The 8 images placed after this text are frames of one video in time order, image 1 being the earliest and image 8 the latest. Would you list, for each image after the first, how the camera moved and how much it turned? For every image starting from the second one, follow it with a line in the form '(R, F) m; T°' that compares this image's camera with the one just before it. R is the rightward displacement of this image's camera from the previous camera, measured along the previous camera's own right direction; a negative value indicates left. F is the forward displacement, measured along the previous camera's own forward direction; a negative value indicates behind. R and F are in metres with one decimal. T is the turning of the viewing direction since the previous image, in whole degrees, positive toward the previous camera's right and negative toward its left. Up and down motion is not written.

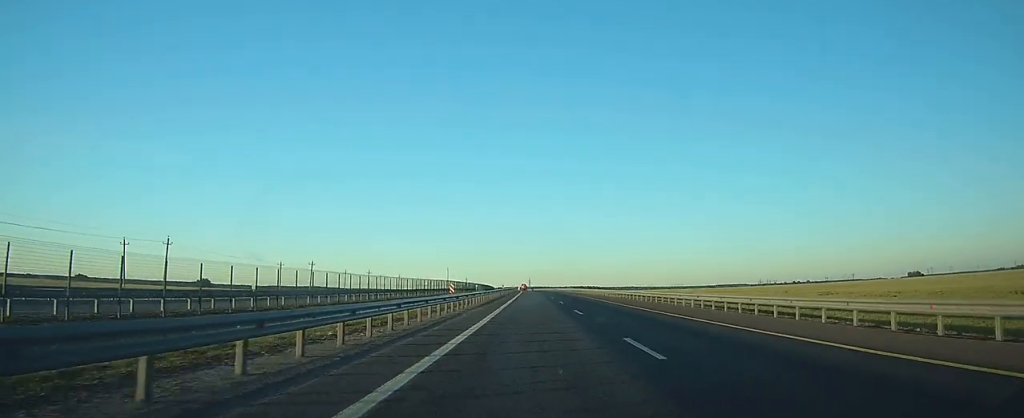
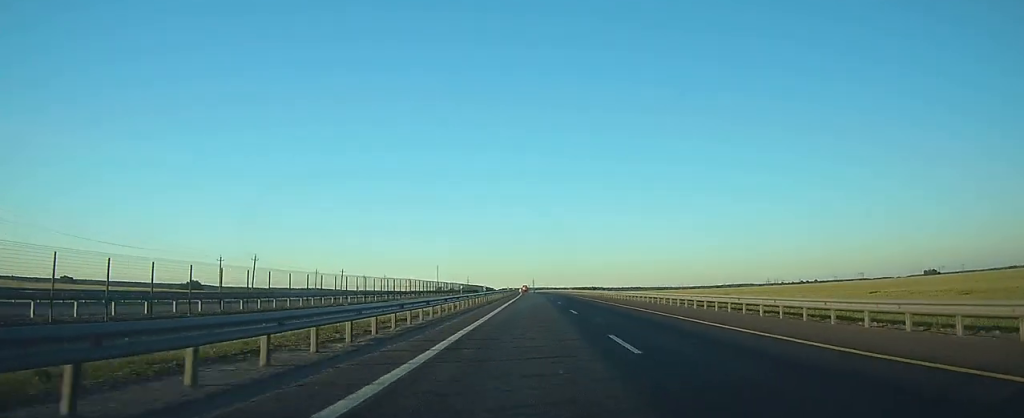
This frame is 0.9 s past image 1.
(-0.2, +31.4) m; -1°
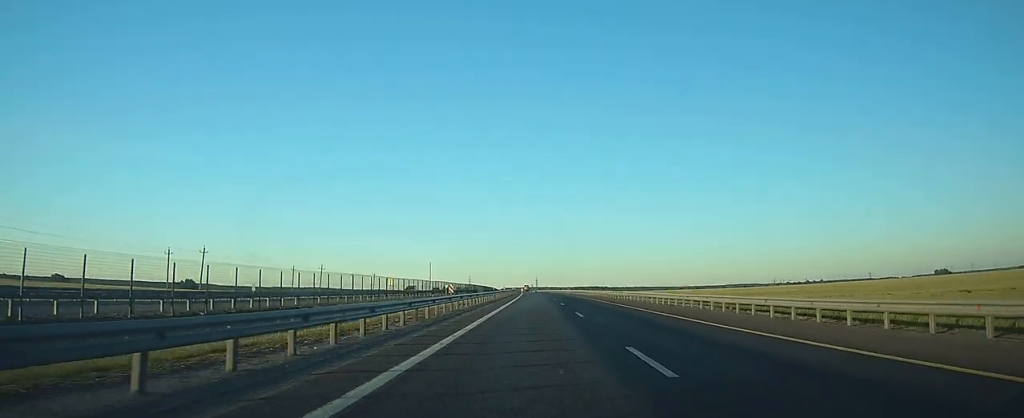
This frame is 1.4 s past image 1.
(-0.1, +19.3) m; 0°
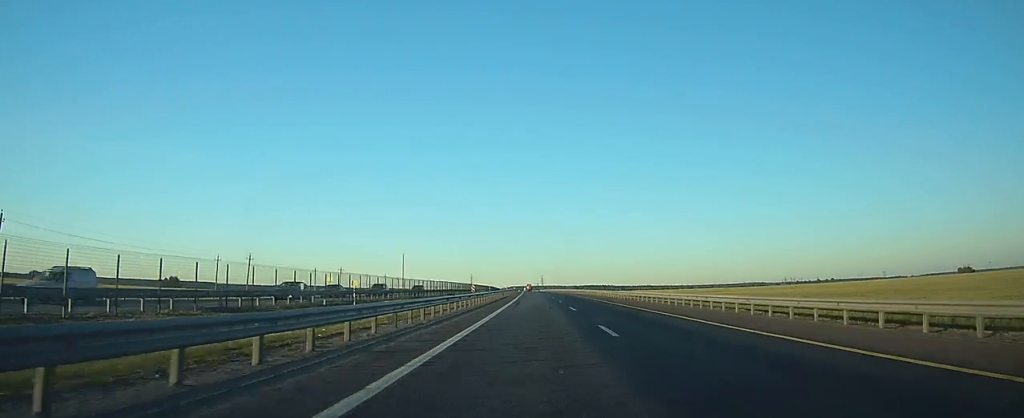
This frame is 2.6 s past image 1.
(-0.4, +42.3) m; -1°
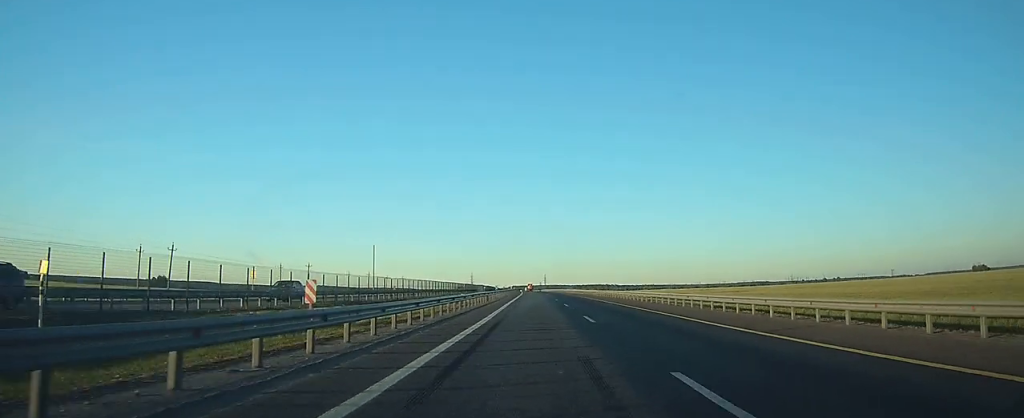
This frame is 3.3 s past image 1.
(-0.1, +26.5) m; 0°
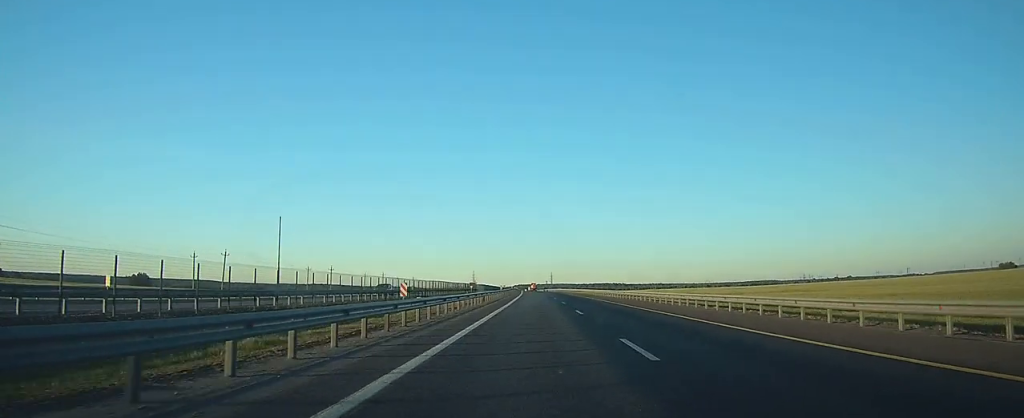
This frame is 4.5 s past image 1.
(0.0, +43.2) m; 0°
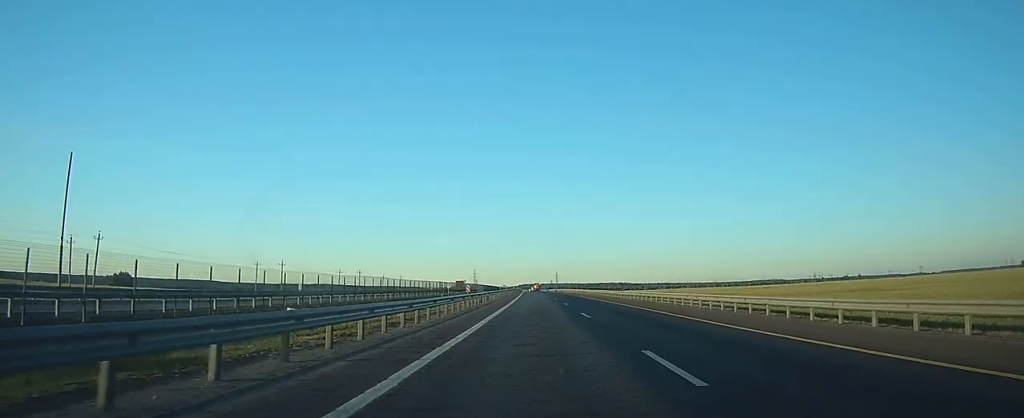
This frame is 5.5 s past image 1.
(0.0, +34.7) m; 0°
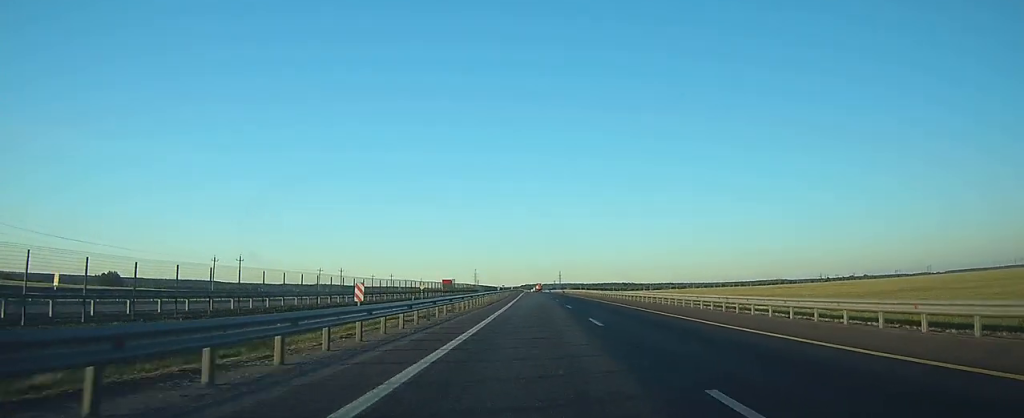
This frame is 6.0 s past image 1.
(0.0, +20.3) m; 0°
